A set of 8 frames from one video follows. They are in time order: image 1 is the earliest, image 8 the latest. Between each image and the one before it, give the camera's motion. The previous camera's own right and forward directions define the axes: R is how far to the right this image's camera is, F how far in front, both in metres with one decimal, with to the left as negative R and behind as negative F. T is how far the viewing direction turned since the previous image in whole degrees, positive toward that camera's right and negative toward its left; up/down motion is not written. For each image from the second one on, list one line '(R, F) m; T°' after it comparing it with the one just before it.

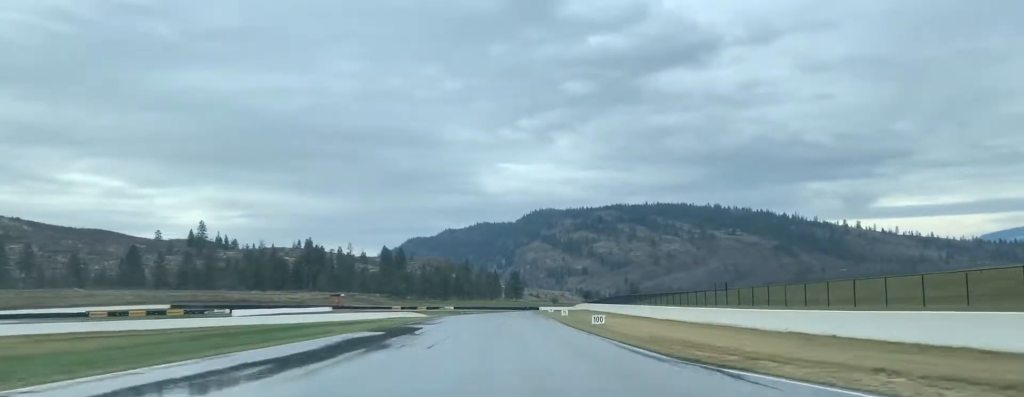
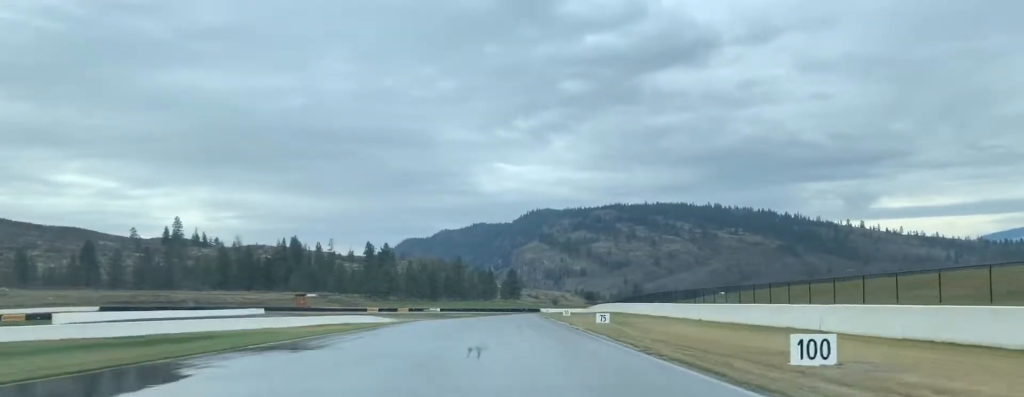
(0.0, +35.2) m; 0°
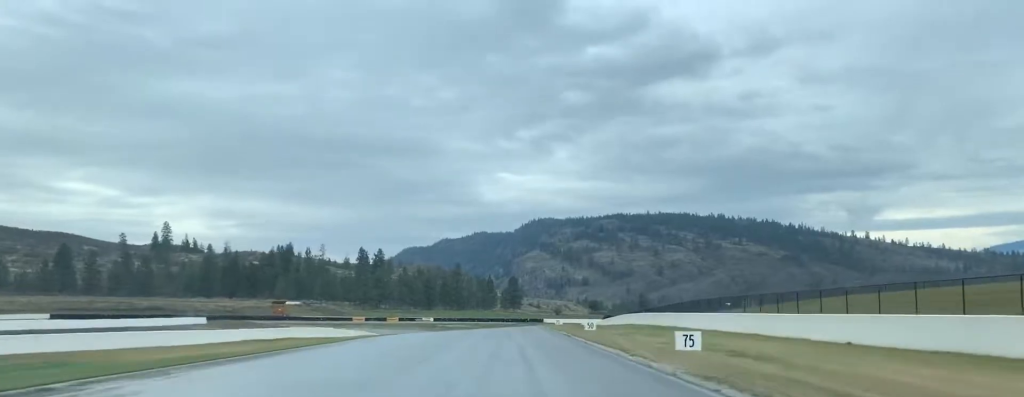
(-0.1, +19.1) m; 0°
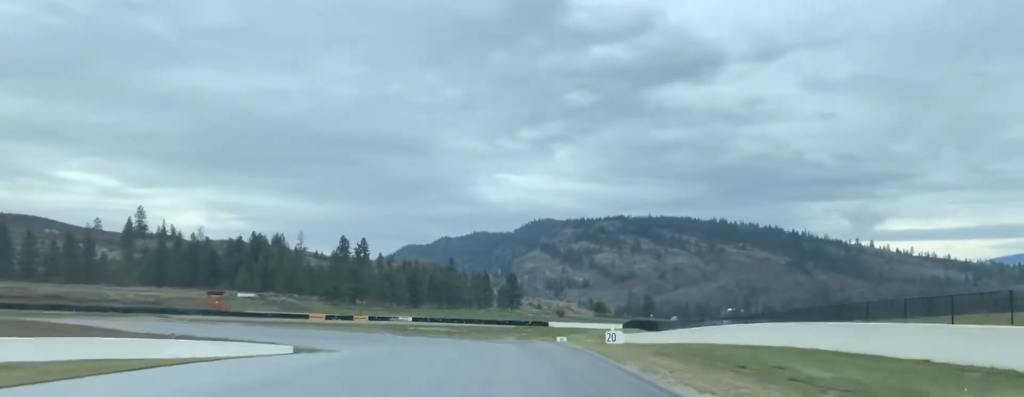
(0.0, +40.5) m; 0°
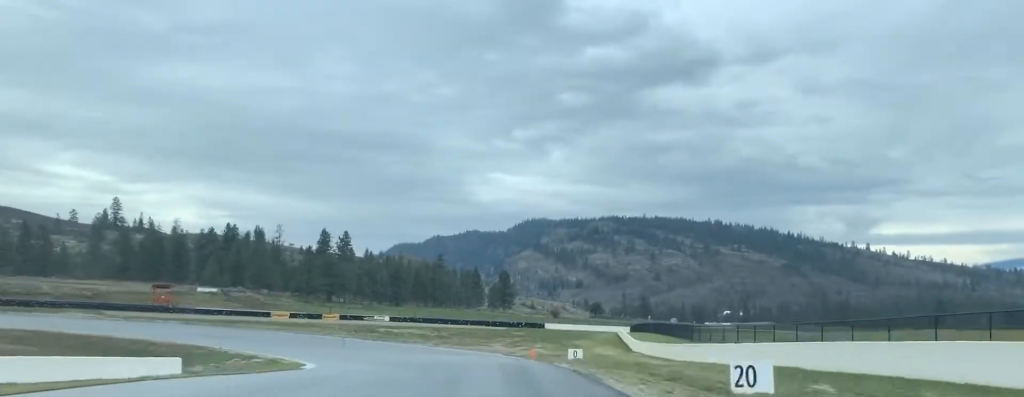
(0.0, +18.9) m; 0°
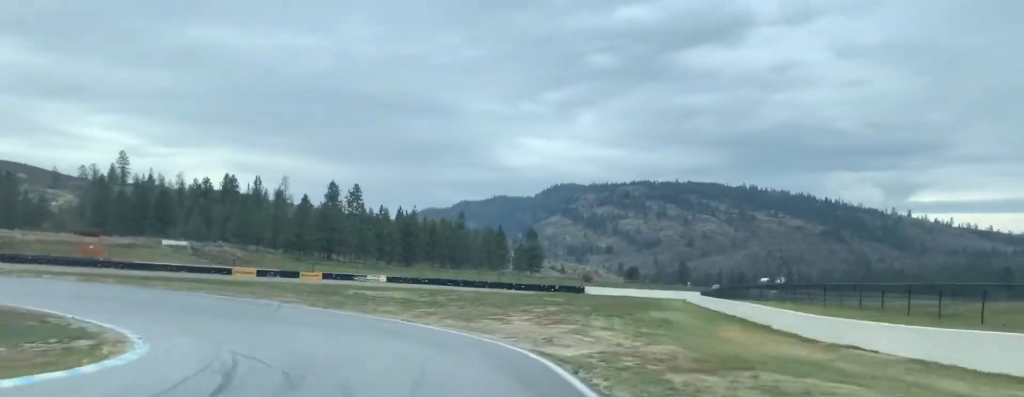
(-0.5, +32.2) m; -7°
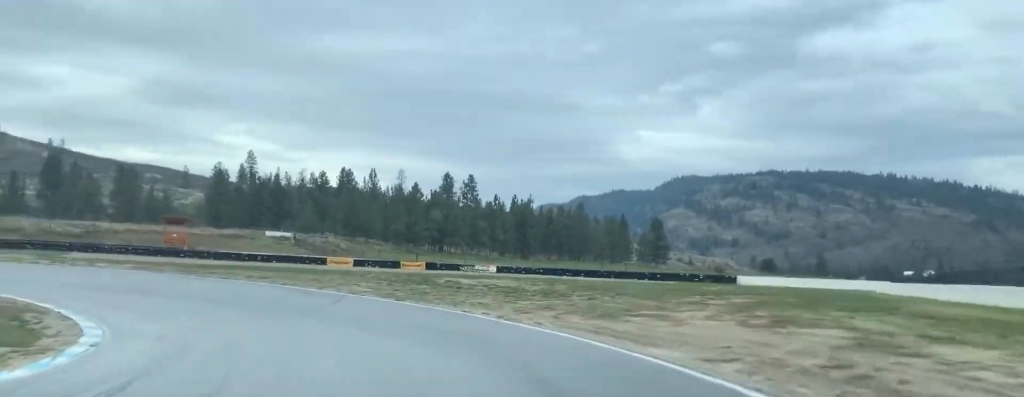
(-0.2, +17.5) m; -9°
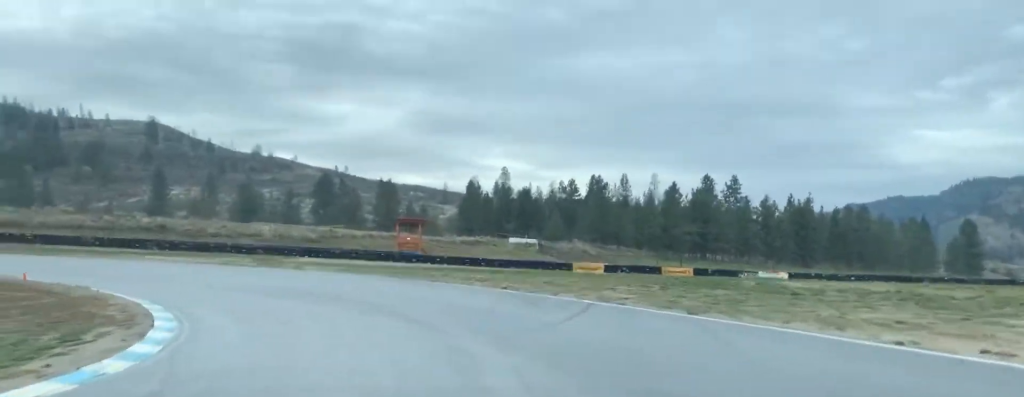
(-2.3, +17.8) m; -17°
